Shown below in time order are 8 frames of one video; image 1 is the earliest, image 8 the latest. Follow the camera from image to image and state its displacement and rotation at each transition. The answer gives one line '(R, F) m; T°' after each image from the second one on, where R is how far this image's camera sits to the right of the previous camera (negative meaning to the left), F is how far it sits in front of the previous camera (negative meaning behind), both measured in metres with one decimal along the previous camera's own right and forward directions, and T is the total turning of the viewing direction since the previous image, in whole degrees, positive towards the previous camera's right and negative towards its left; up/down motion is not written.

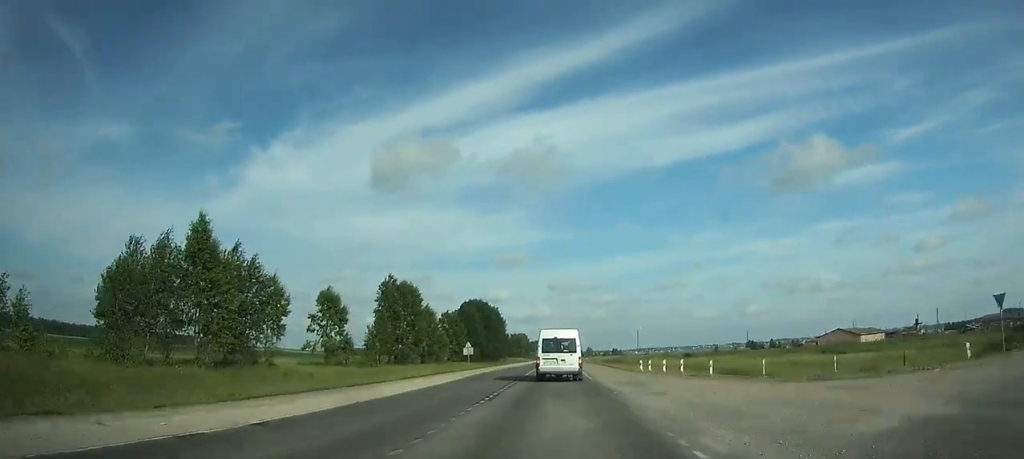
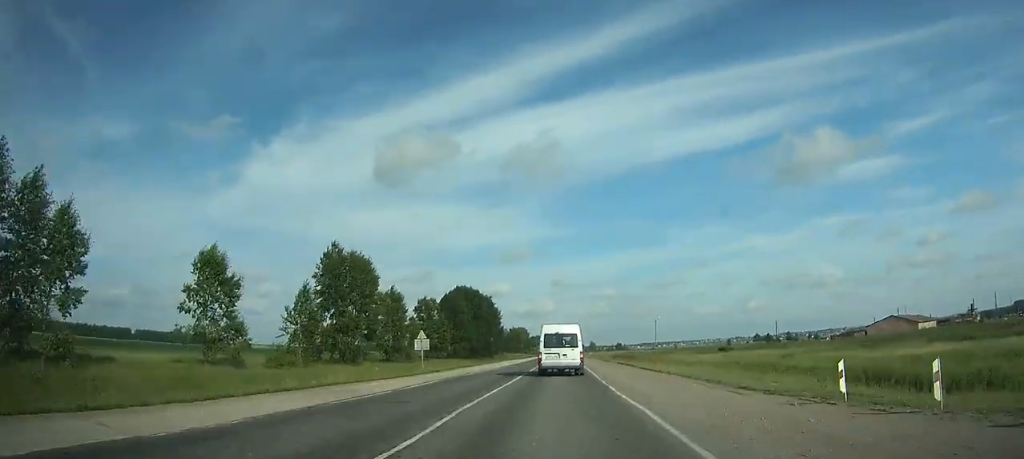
(0.0, +26.6) m; 0°
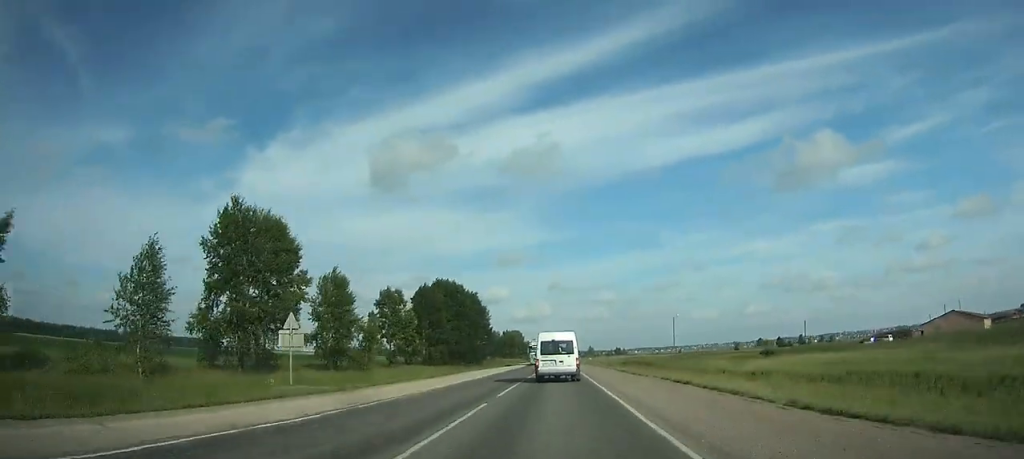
(0.0, +26.3) m; 0°
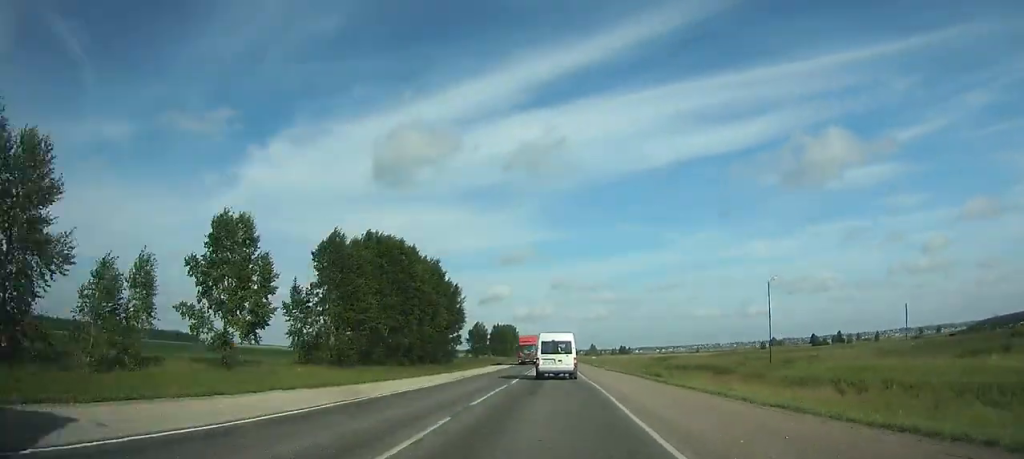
(+0.1, +53.5) m; 0°
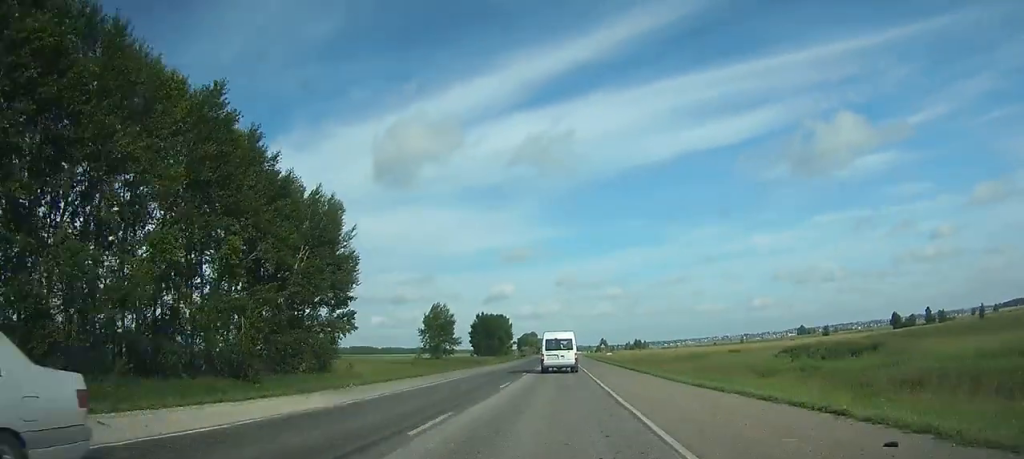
(-0.4, +75.4) m; 0°
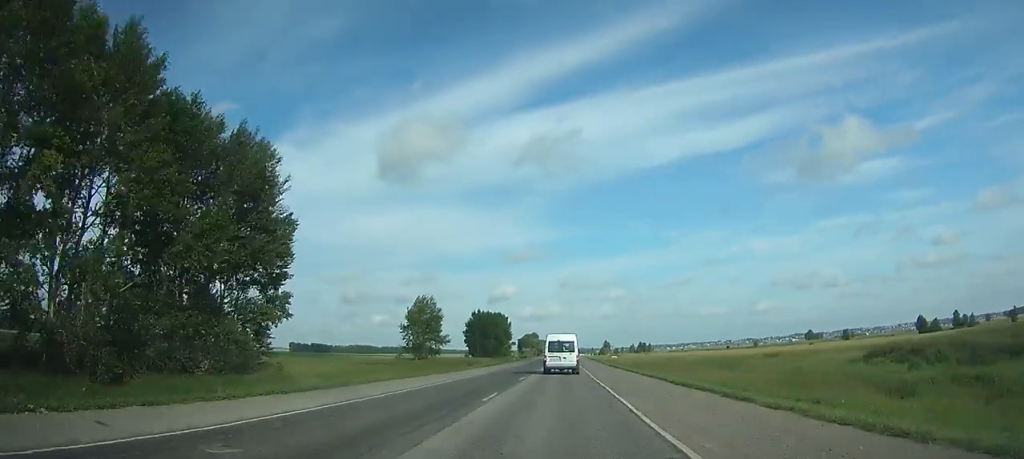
(0.0, +16.8) m; 0°
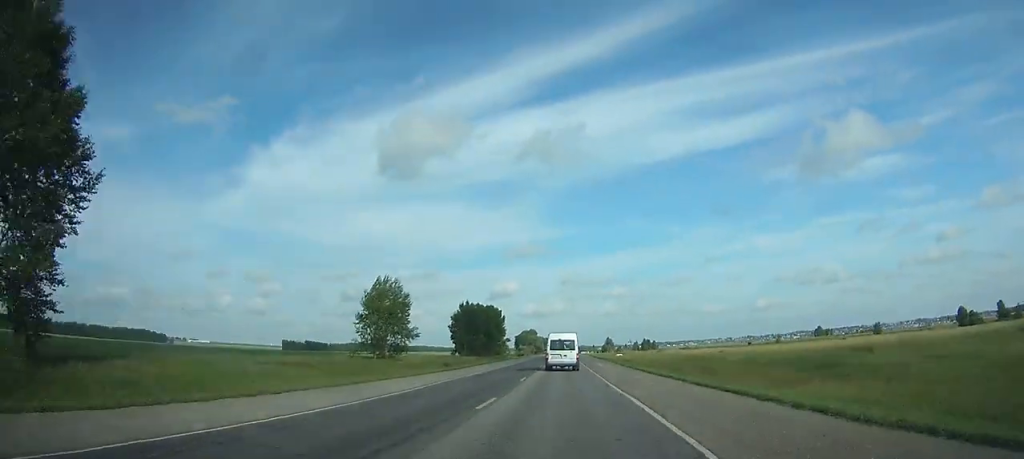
(0.0, +27.2) m; 0°
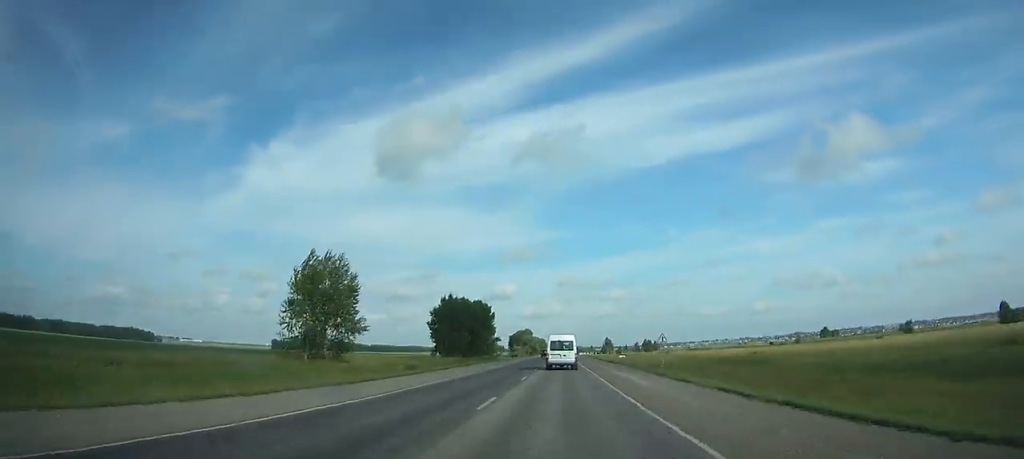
(0.0, +25.4) m; 0°
